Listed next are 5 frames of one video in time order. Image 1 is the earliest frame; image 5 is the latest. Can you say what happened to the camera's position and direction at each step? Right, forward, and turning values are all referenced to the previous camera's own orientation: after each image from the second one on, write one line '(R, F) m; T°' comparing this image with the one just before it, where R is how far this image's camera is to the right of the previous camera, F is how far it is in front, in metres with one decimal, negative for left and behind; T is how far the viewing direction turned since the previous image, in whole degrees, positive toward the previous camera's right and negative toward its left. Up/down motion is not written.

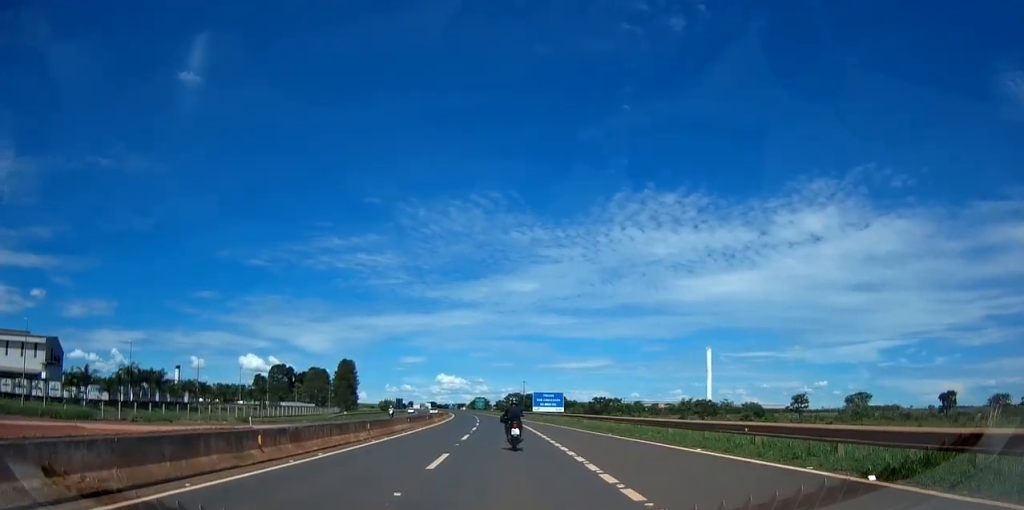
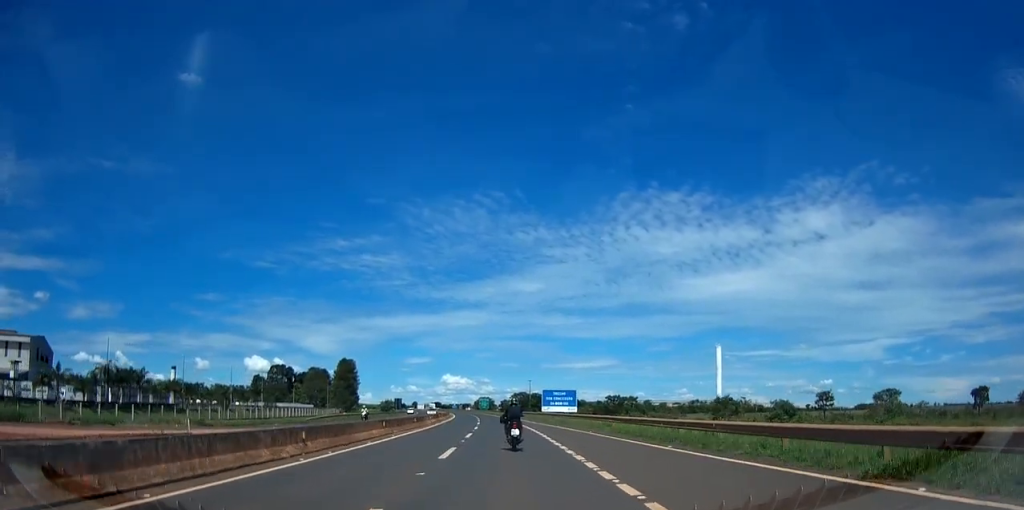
(+0.1, +9.4) m; 0°
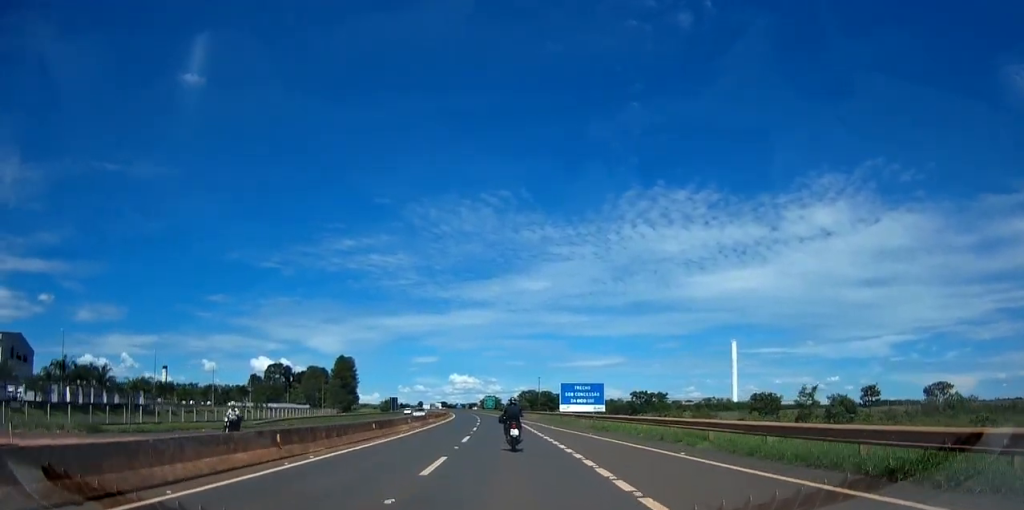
(-0.1, +15.4) m; -1°
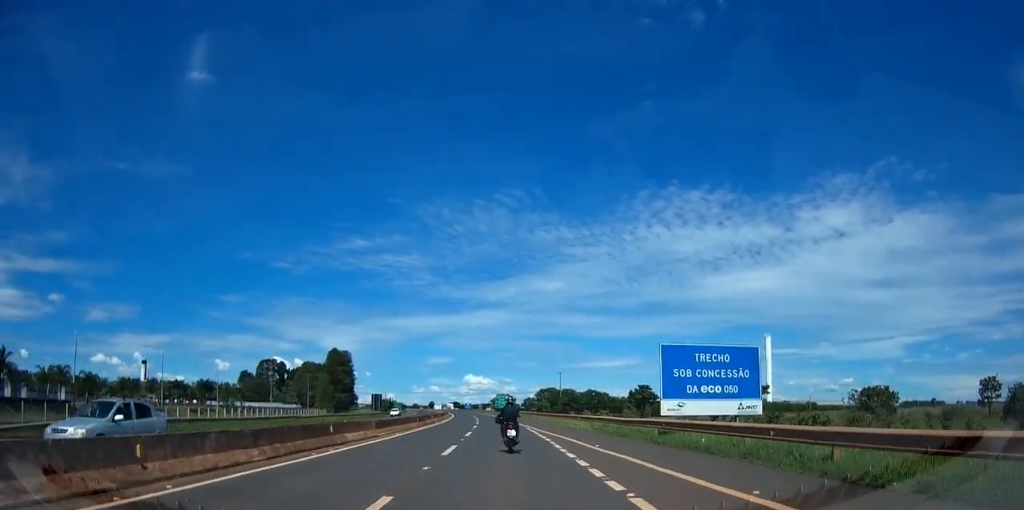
(-0.5, +31.6) m; -1°
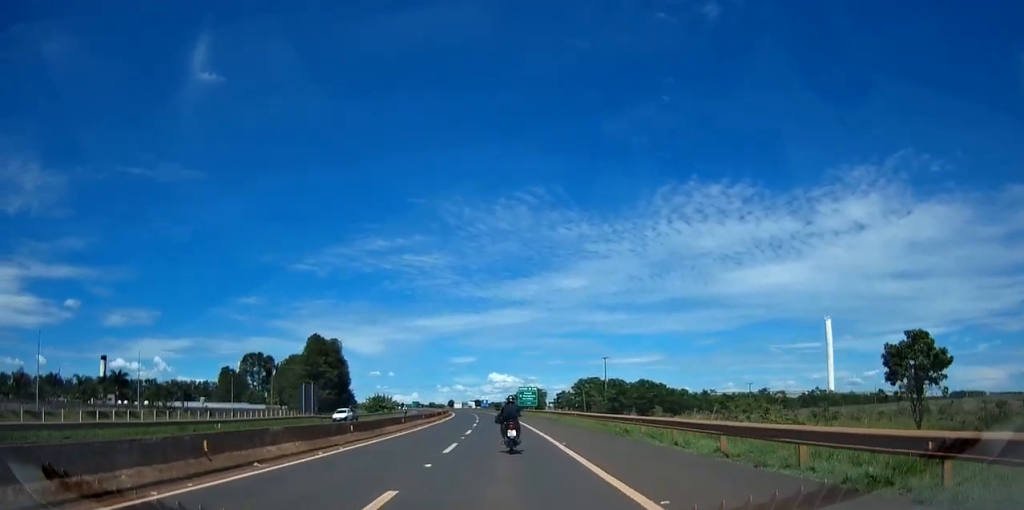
(-0.1, +47.4) m; 0°
